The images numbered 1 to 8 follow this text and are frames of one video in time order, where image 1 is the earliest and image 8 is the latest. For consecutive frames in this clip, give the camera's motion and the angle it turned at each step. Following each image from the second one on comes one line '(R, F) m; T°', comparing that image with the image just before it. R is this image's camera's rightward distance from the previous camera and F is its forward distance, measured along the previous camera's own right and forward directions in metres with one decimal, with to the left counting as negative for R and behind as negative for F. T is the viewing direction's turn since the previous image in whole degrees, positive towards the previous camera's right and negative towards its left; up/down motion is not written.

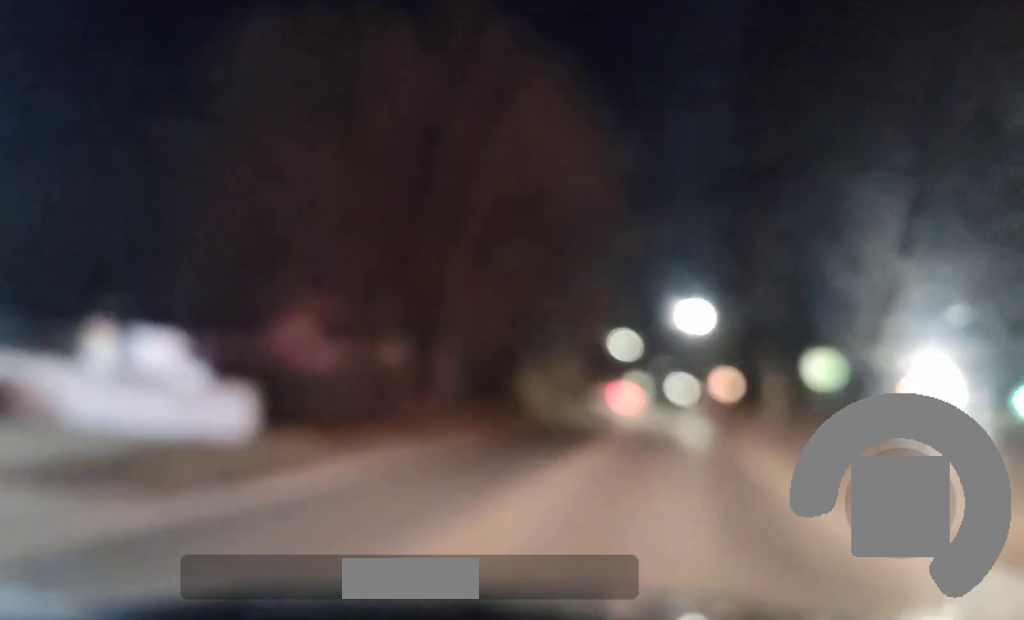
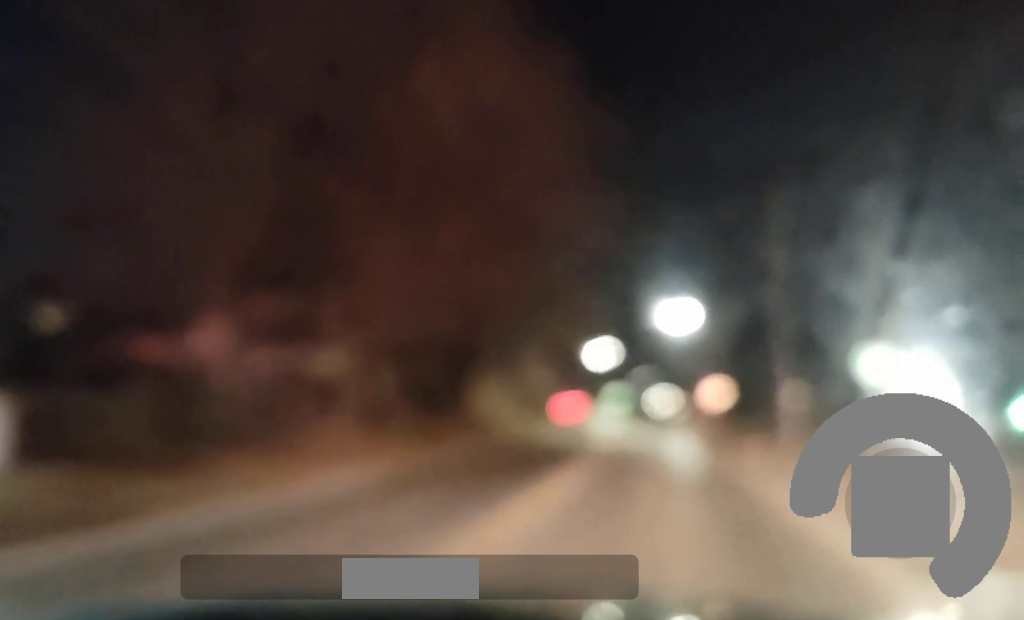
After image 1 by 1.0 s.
(-0.4, +10.0) m; +7°
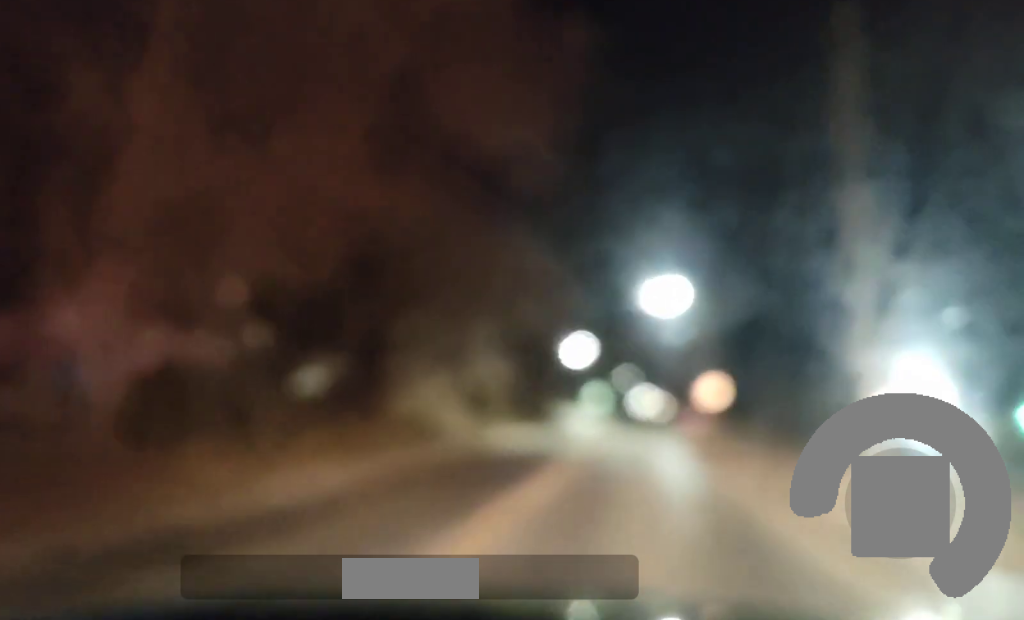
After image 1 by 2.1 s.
(+2.1, +12.7) m; +10°
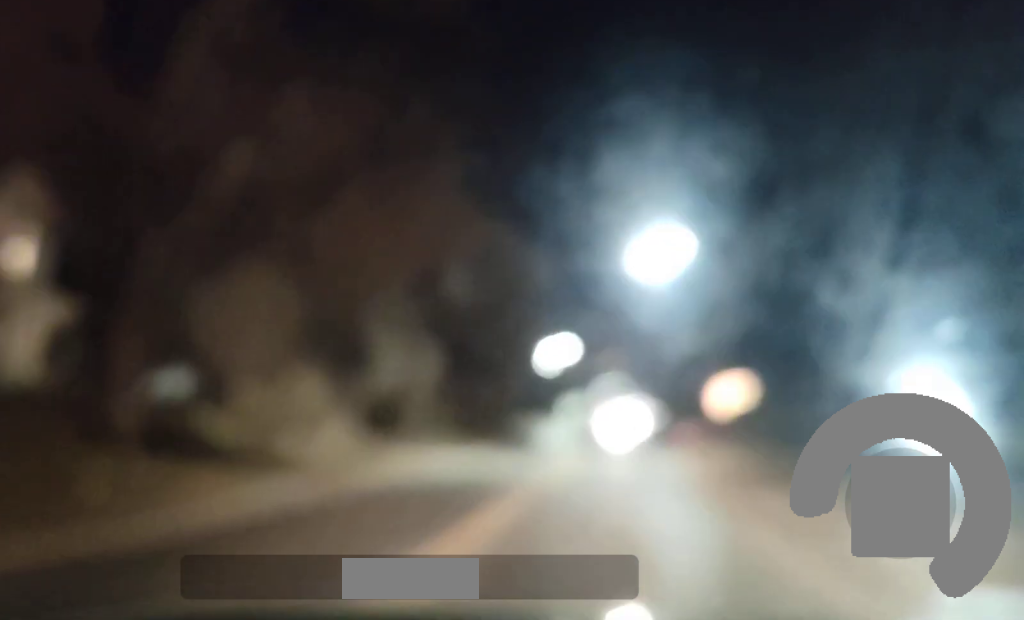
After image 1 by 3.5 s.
(+0.2, +16.1) m; -1°
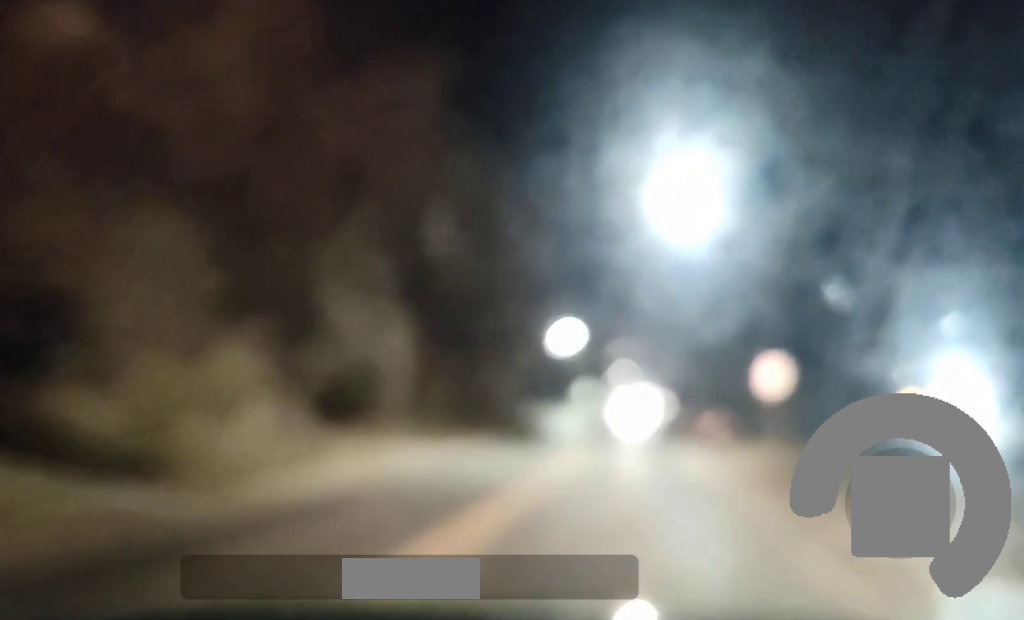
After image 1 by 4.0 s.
(-0.1, +6.5) m; -1°
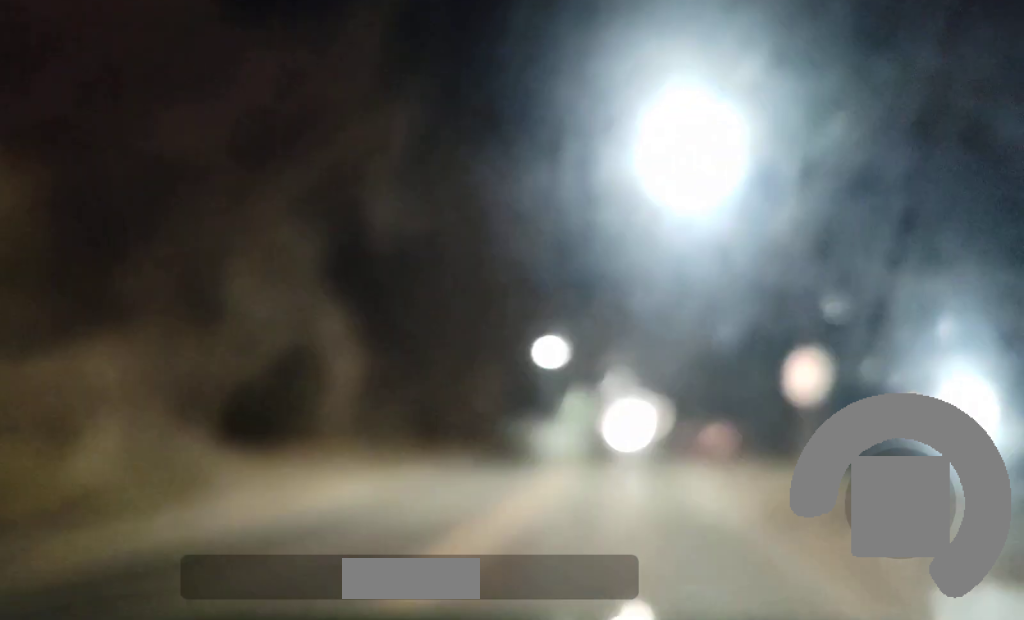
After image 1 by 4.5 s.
(-0.1, +5.9) m; -1°
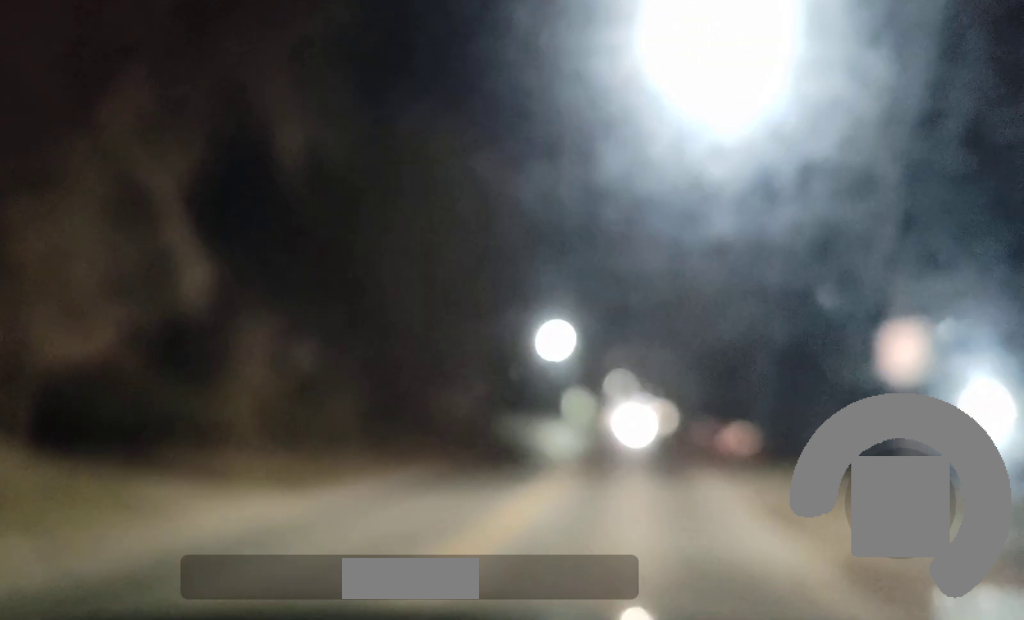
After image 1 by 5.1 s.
(-0.1, +7.2) m; -1°
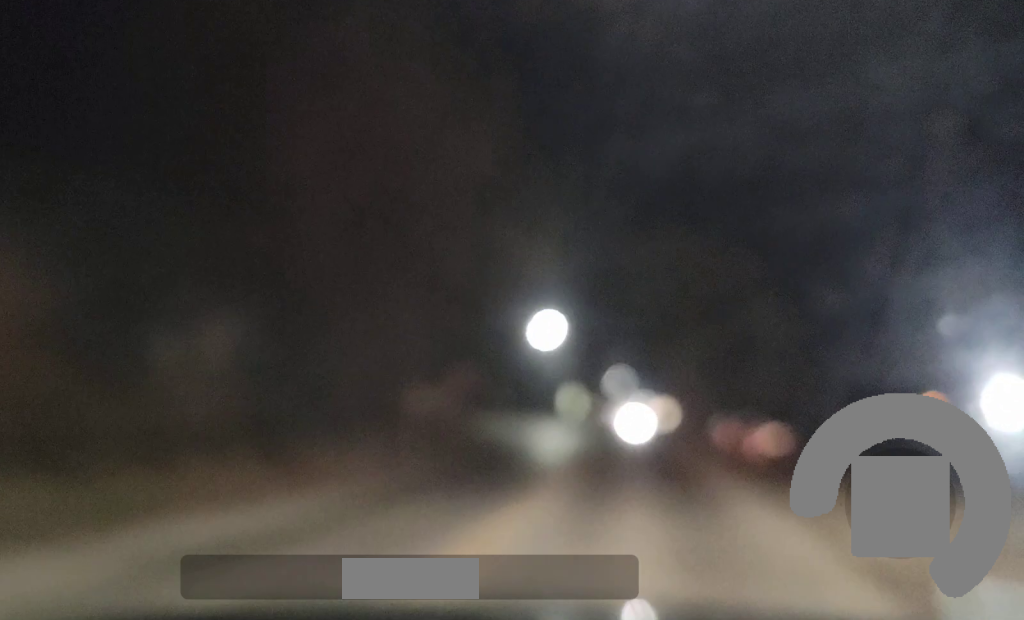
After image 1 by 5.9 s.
(-0.1, +9.3) m; +1°
